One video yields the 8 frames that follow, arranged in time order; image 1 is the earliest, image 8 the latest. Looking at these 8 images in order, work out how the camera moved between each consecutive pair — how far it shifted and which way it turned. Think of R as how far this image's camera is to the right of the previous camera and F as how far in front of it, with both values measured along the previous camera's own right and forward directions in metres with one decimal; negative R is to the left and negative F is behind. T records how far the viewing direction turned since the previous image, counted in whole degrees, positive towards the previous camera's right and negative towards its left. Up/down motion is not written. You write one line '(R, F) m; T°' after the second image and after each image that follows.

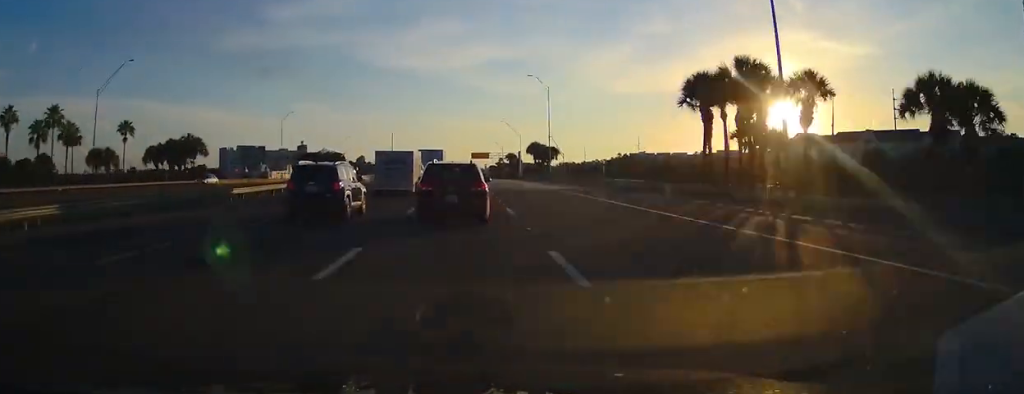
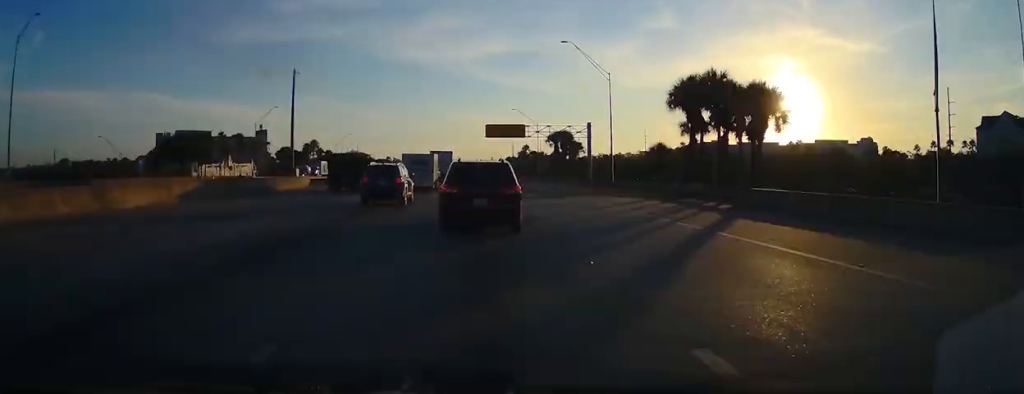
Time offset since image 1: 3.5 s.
(+0.3, +91.5) m; 0°
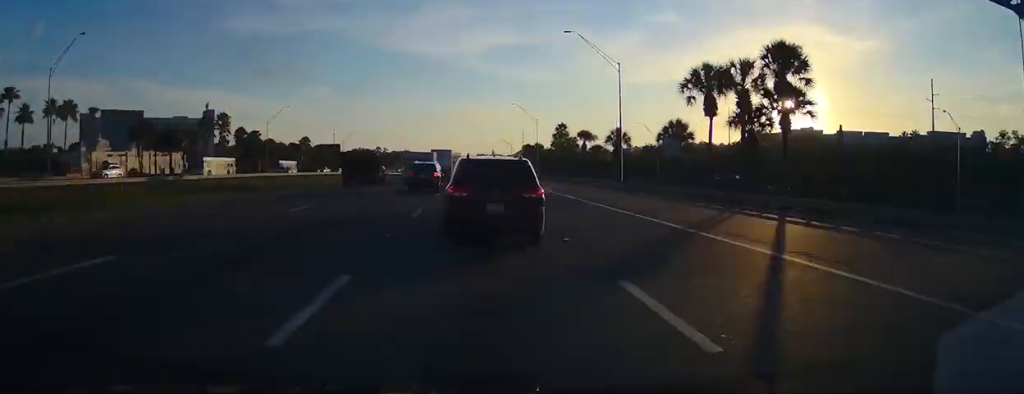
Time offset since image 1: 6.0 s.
(-0.2, +67.5) m; 0°
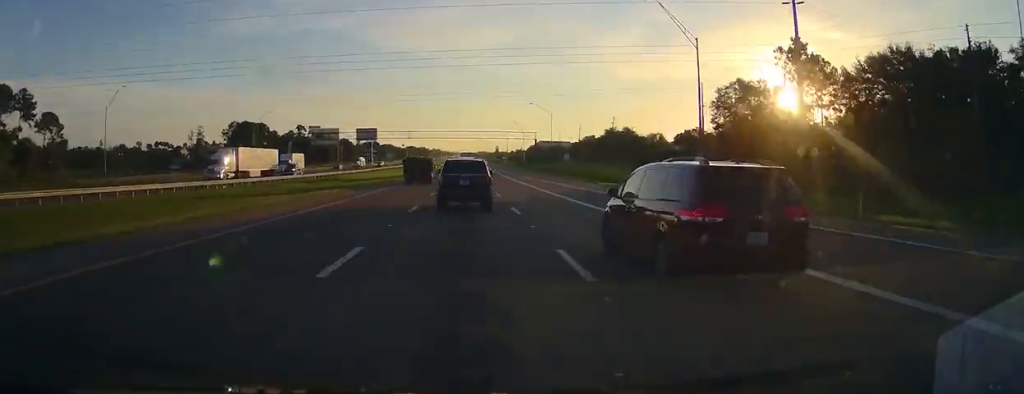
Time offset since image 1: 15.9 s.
(+0.4, +274.0) m; +1°
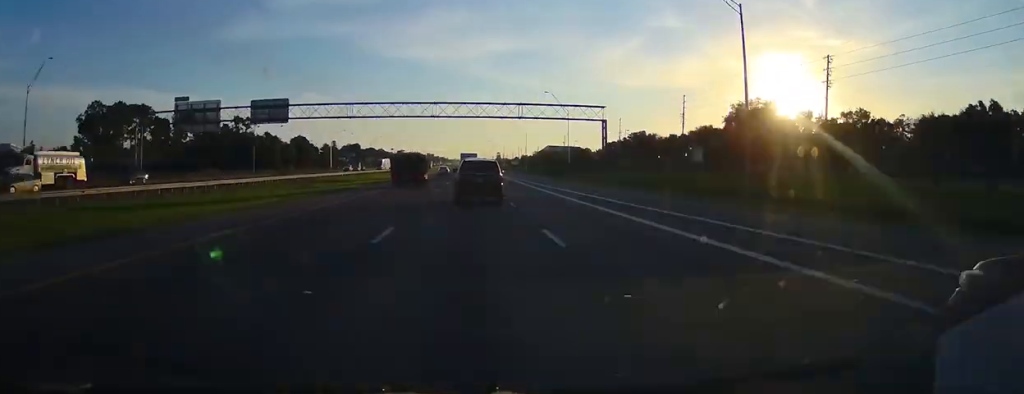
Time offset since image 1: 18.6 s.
(0.0, +76.1) m; 0°
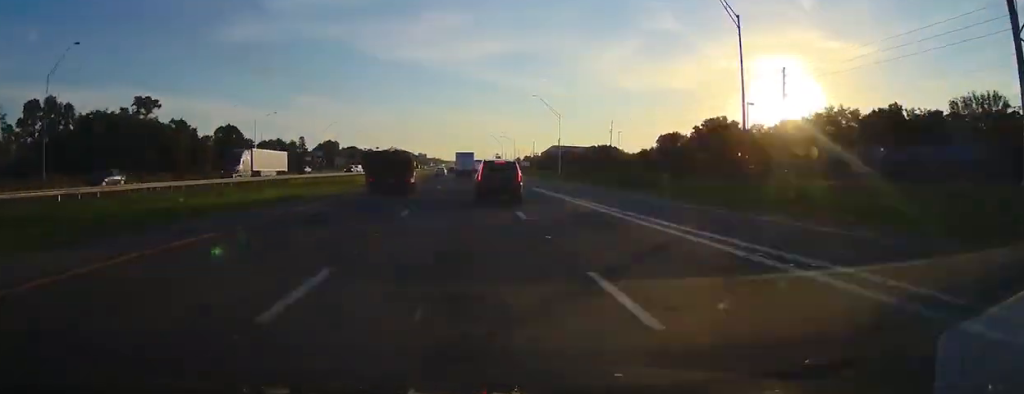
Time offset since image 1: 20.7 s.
(-0.1, +60.8) m; 0°
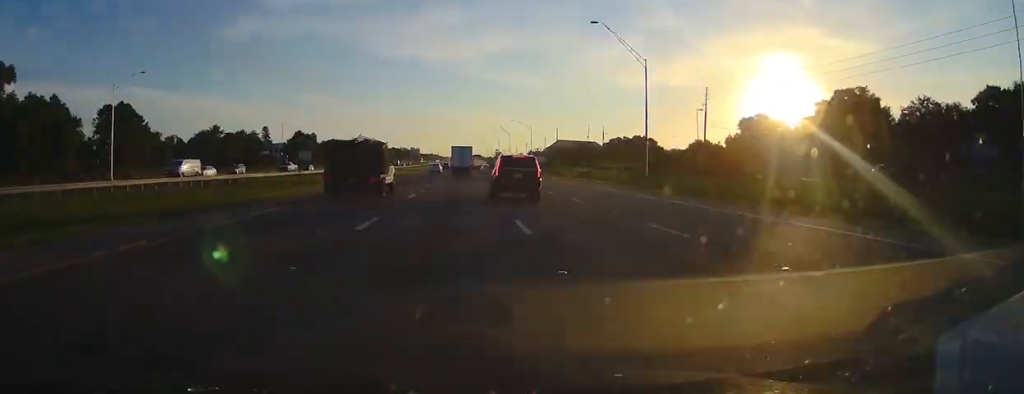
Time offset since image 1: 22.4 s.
(0.0, +46.9) m; 0°
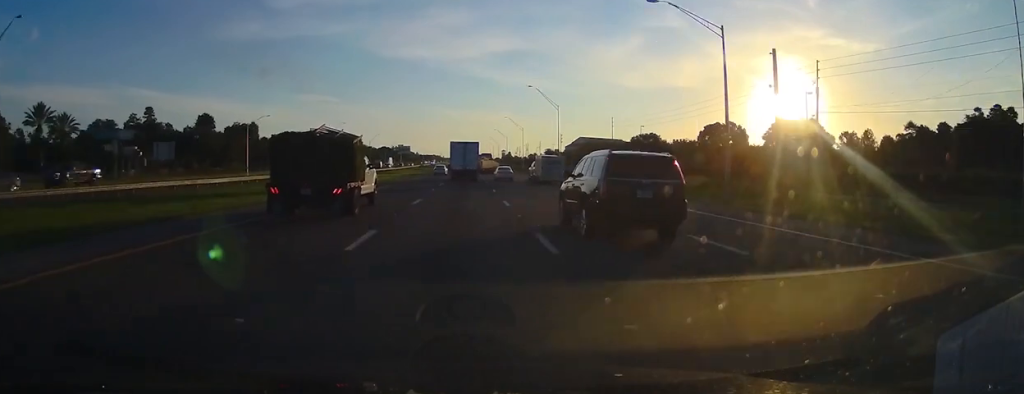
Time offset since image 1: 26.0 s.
(-0.2, +94.8) m; 0°
